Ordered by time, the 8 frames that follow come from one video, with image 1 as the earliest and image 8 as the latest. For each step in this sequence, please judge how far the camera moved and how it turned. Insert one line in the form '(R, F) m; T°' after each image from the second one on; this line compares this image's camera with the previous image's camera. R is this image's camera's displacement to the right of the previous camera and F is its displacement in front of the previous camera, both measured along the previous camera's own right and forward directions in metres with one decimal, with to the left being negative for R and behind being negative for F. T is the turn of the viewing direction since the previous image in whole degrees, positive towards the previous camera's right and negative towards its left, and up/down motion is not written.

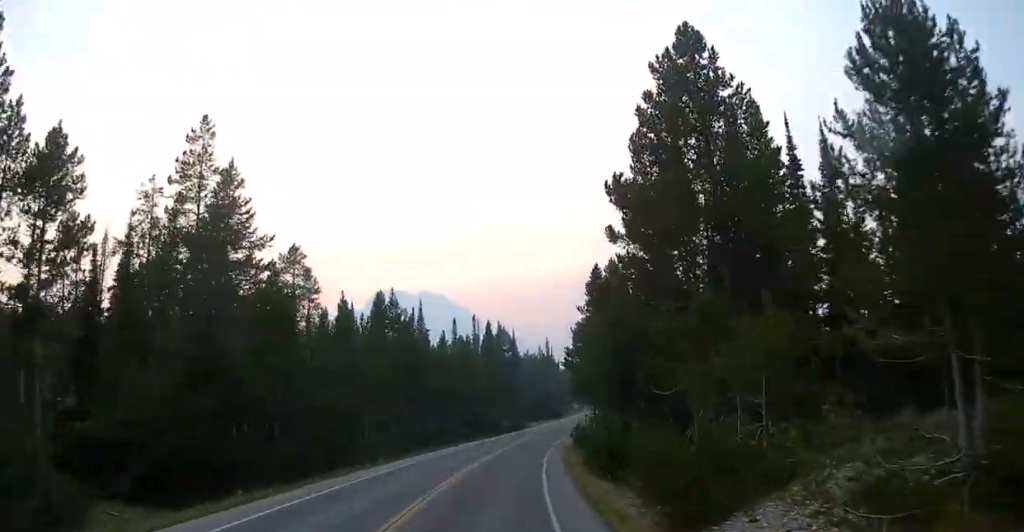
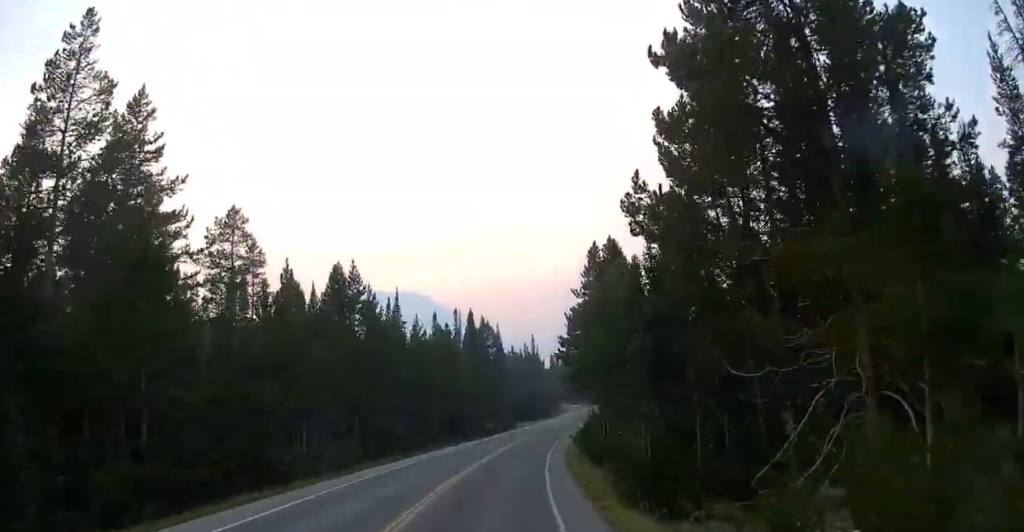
(+4.2, +9.5) m; +16°
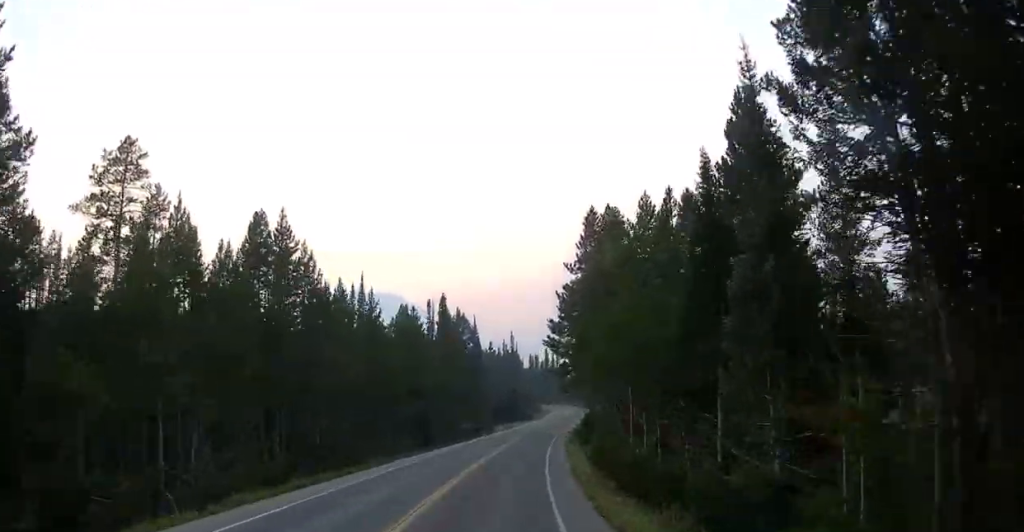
(+1.8, +12.4) m; -2°
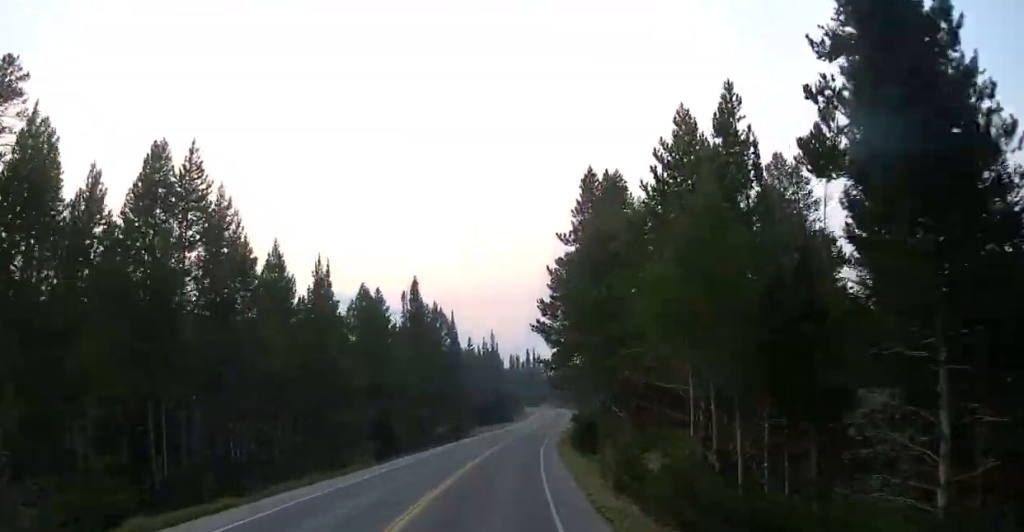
(+1.8, +9.7) m; -15°
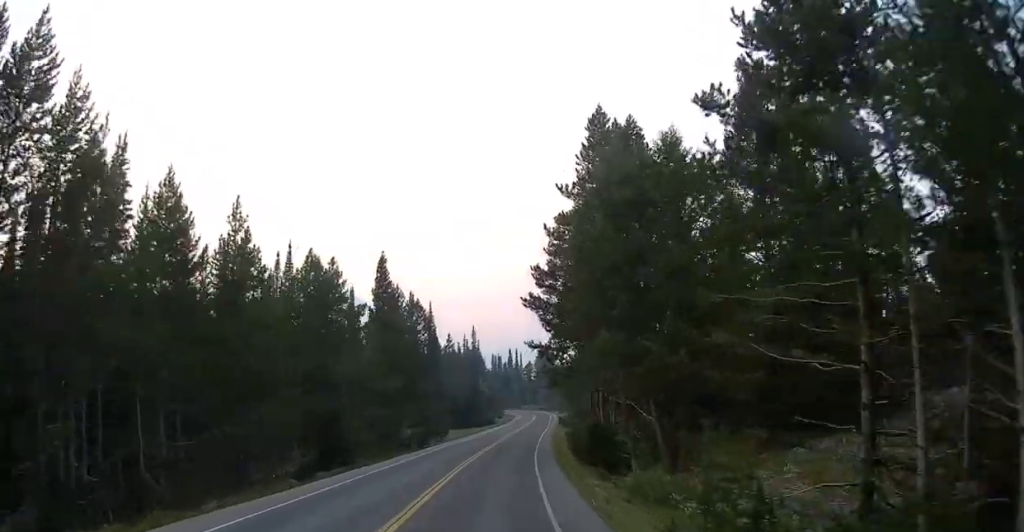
(-2.0, +7.9) m; -19°
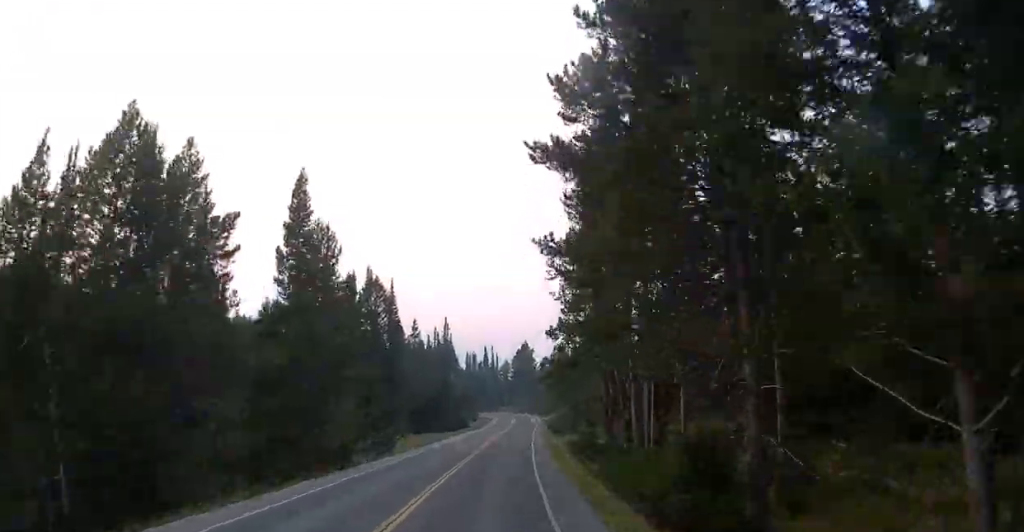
(-9.1, +17.9) m; -33°
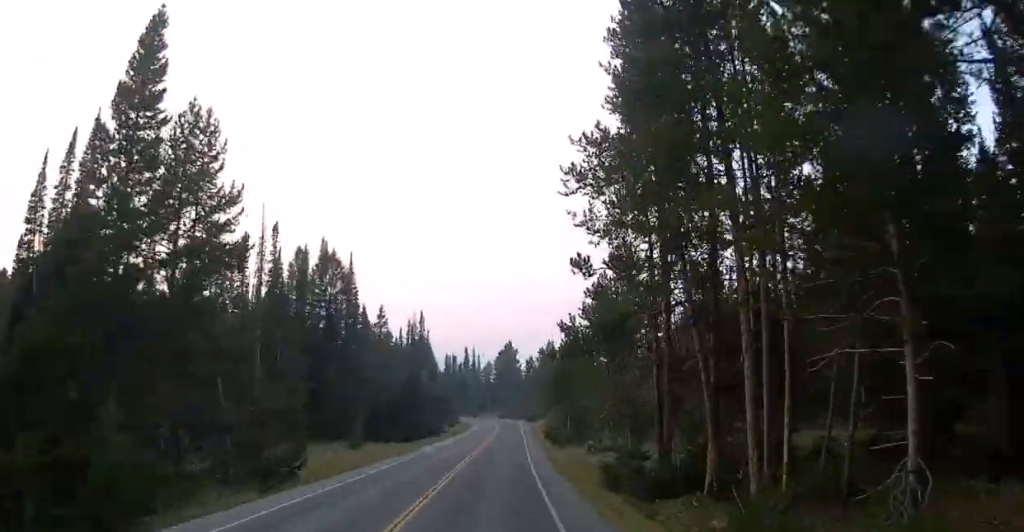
(-0.5, +21.8) m; -16°
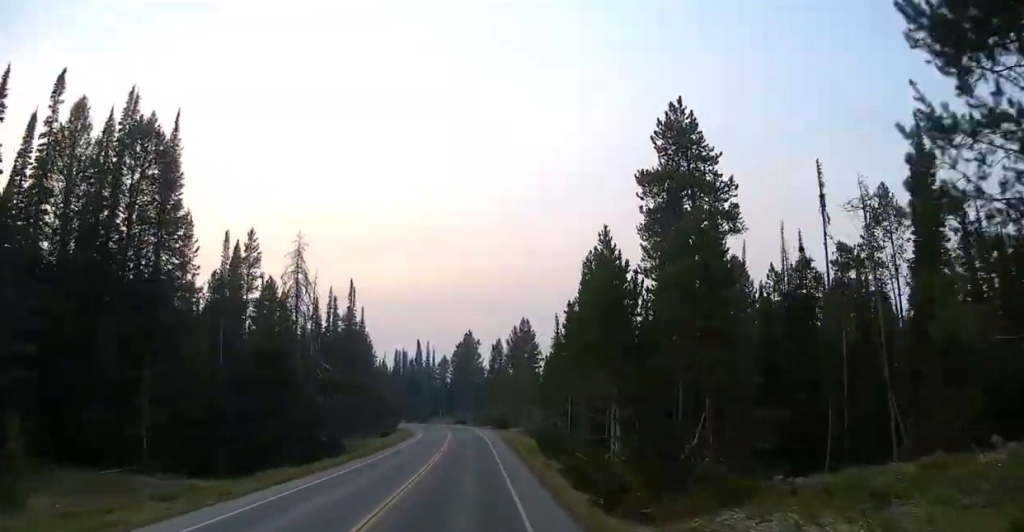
(-19.9, +63.1) m; -20°
